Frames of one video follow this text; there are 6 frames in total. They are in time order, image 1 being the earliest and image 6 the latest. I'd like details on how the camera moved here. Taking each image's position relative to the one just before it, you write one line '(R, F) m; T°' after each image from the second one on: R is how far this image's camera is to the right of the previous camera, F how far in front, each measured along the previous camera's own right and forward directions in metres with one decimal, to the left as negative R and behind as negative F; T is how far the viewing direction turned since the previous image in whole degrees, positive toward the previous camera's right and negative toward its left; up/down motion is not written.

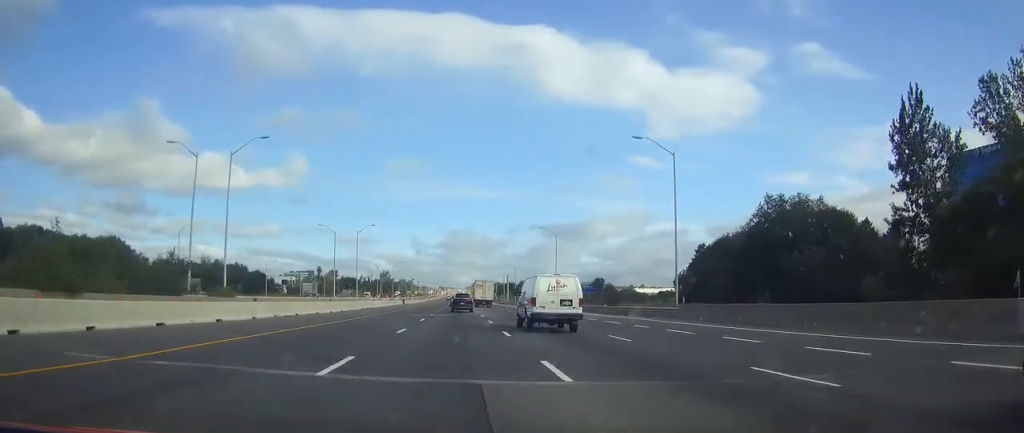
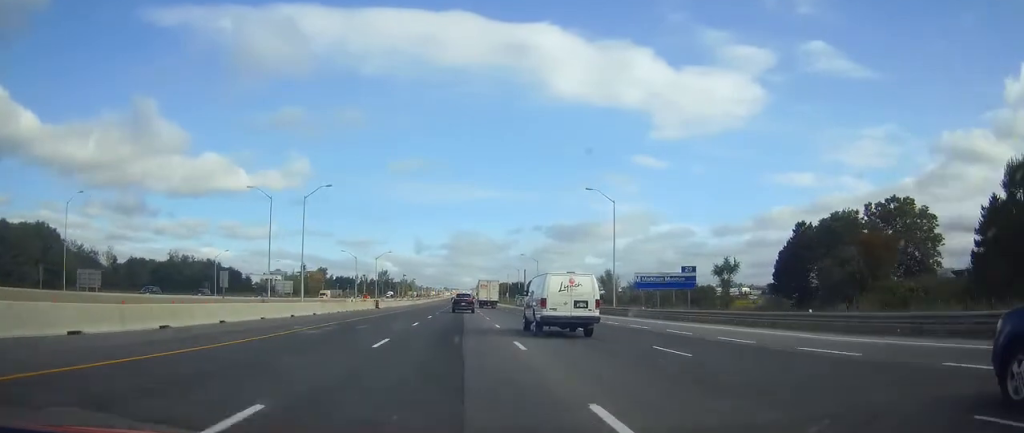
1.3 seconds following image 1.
(-0.2, +42.1) m; 0°
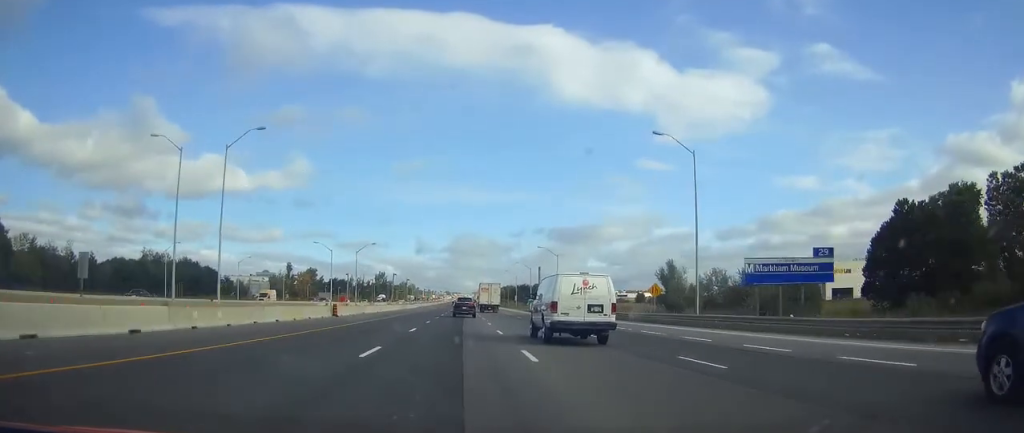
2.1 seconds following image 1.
(0.0, +26.5) m; 0°
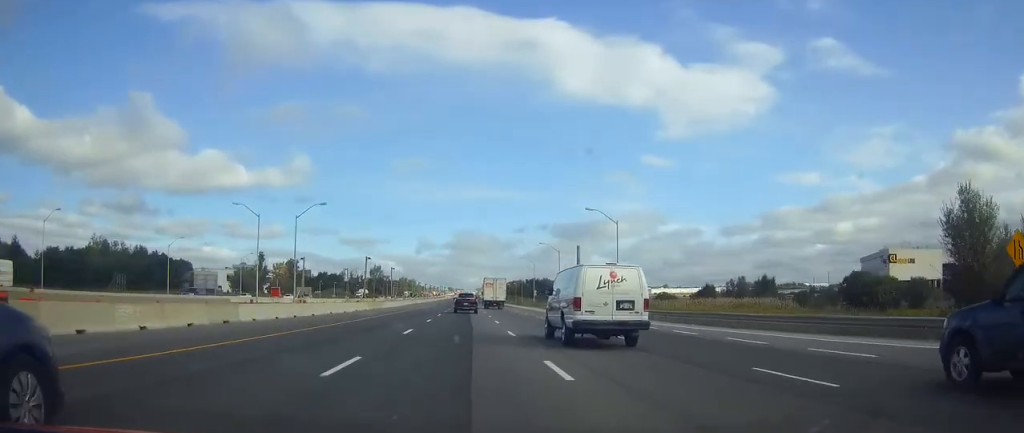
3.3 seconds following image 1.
(0.0, +40.6) m; 0°
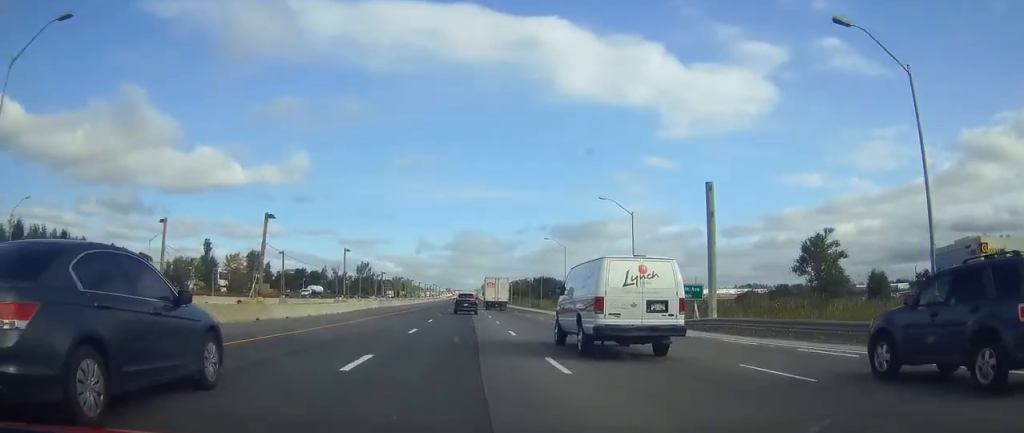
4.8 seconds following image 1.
(0.0, +47.9) m; 0°
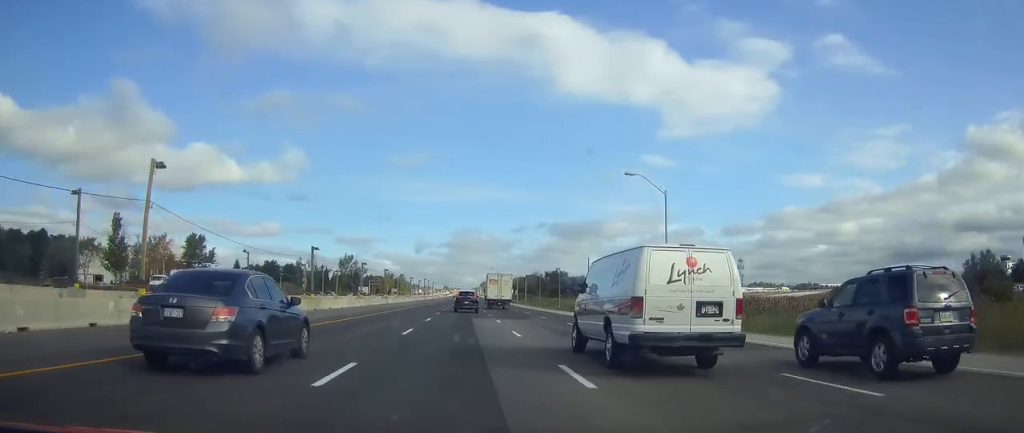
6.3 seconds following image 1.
(+0.1, +50.8) m; 0°
